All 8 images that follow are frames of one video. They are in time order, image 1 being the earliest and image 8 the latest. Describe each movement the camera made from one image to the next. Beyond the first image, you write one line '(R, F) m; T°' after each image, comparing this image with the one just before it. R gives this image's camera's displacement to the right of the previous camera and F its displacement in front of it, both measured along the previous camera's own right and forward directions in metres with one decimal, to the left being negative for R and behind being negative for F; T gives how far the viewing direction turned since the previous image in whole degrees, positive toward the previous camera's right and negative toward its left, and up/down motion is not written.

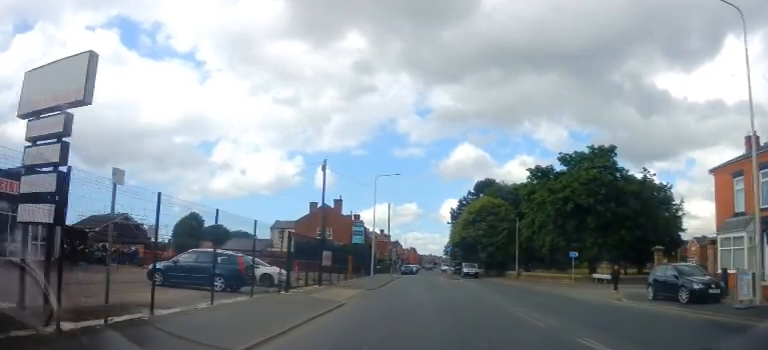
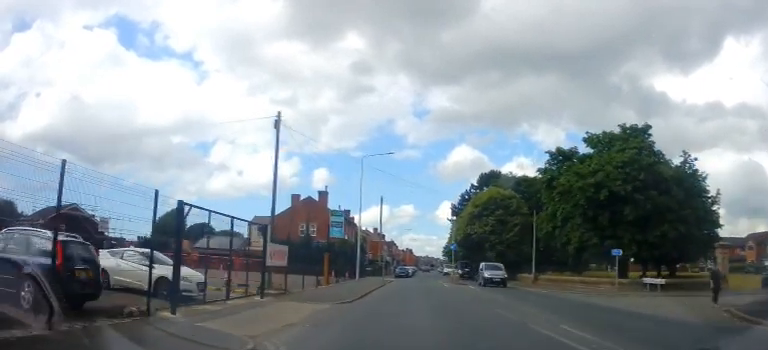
(-0.1, +9.2) m; 0°
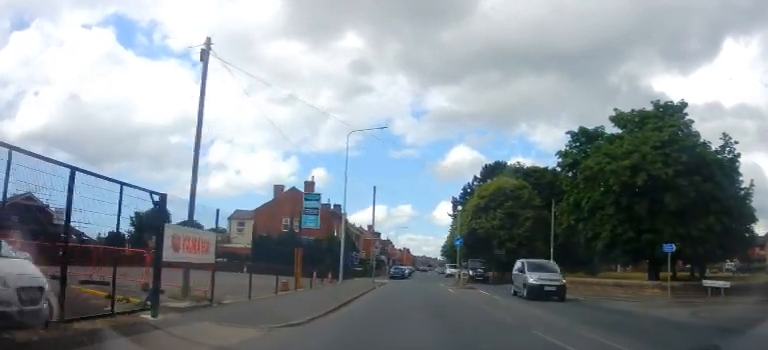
(0.0, +7.3) m; 0°
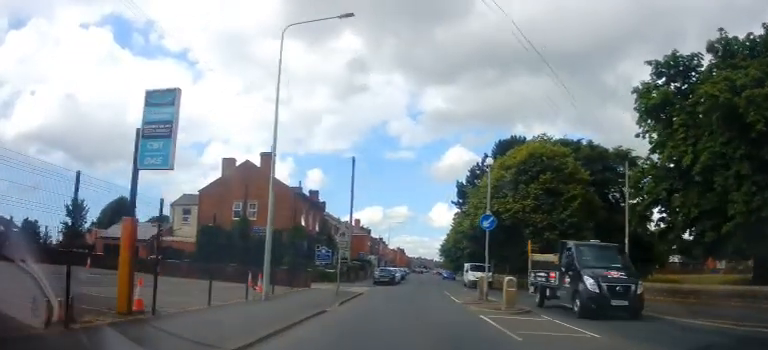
(0.0, +14.7) m; 0°
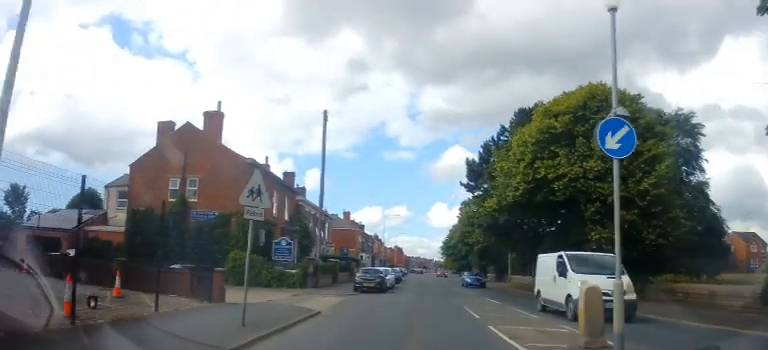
(+0.1, +11.8) m; 0°
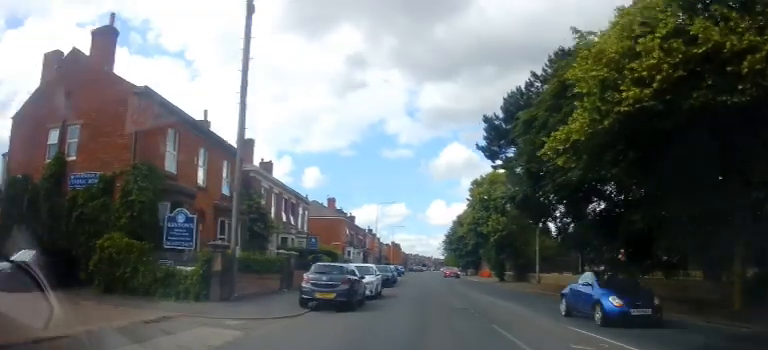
(-0.1, +12.5) m; +1°
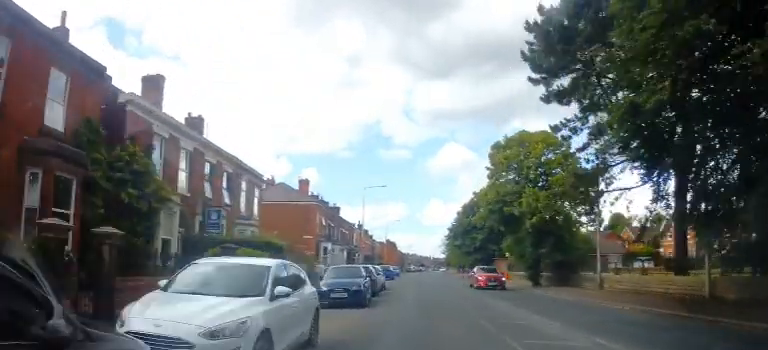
(+0.1, +13.1) m; -4°
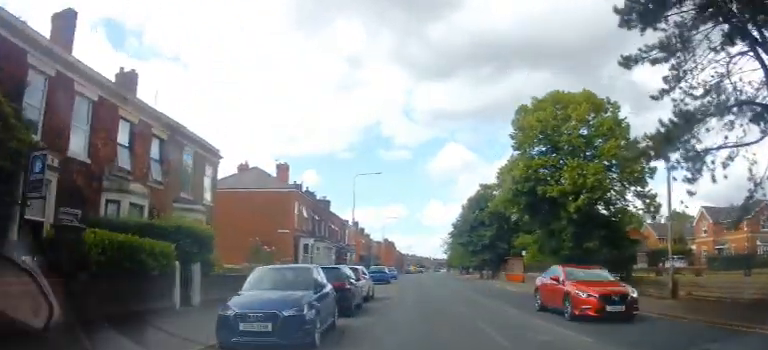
(-0.8, +6.2) m; +2°
